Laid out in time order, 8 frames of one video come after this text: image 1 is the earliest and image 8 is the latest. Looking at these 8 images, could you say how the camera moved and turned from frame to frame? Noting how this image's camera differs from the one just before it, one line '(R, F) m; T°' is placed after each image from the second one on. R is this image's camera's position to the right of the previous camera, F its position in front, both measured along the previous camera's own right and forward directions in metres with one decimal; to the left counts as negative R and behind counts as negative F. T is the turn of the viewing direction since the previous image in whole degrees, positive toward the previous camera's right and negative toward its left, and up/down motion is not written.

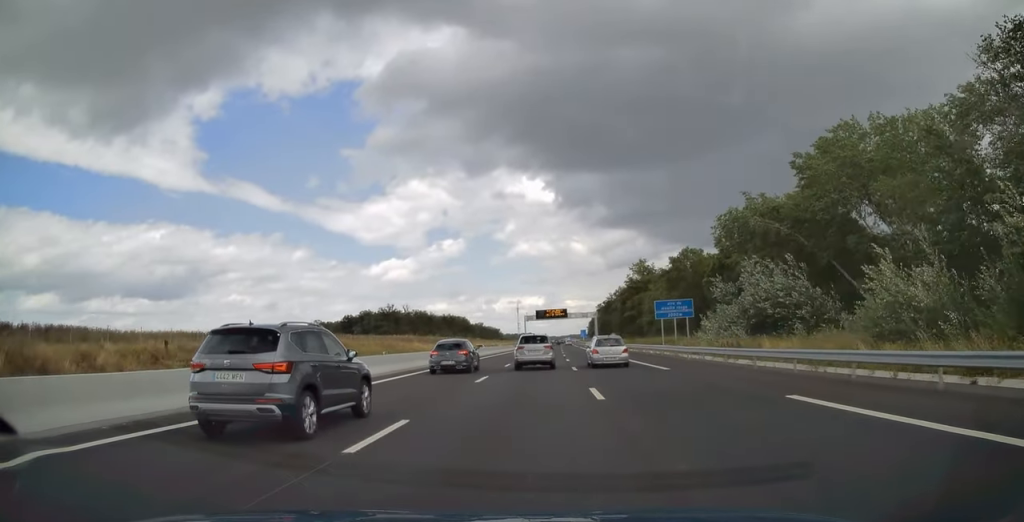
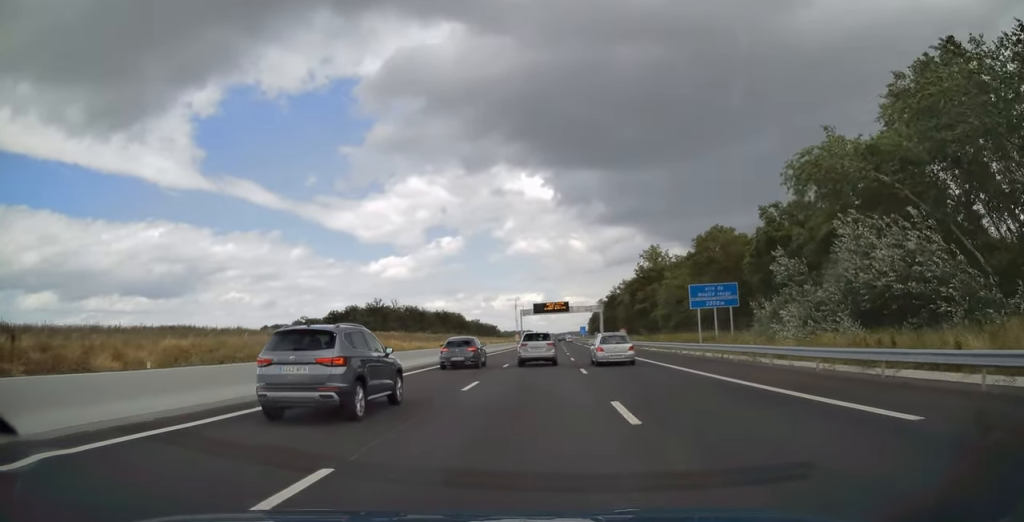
(-0.1, +16.6) m; 0°
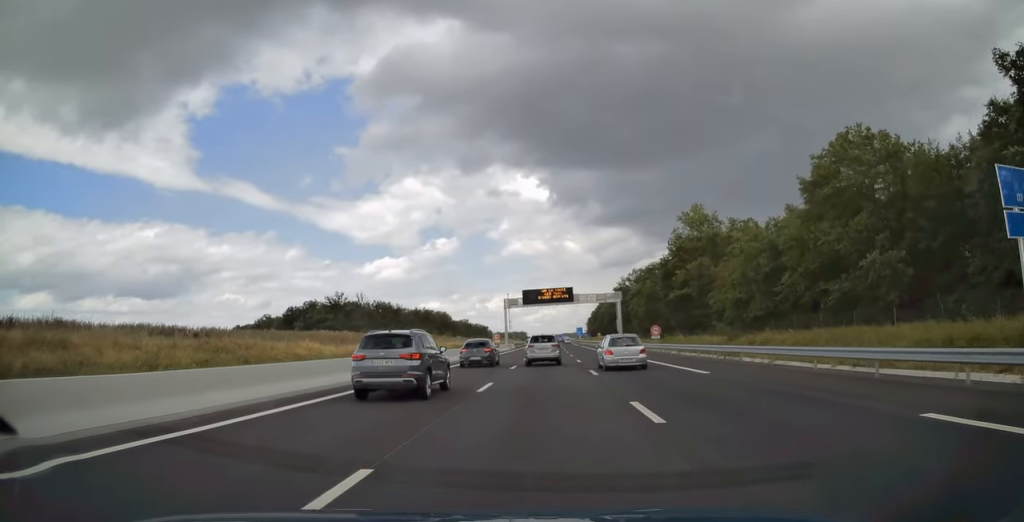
(+0.3, +36.4) m; +1°
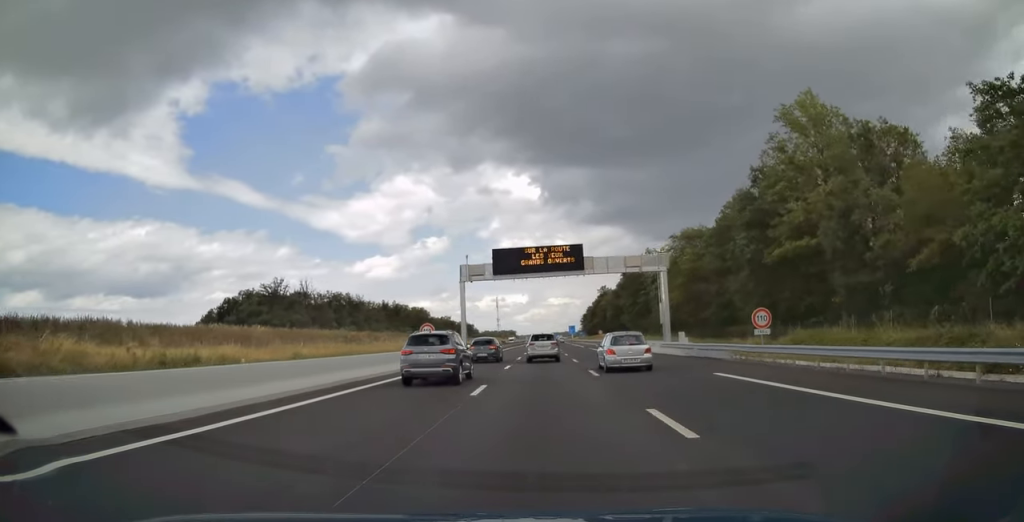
(+0.3, +35.7) m; +1°
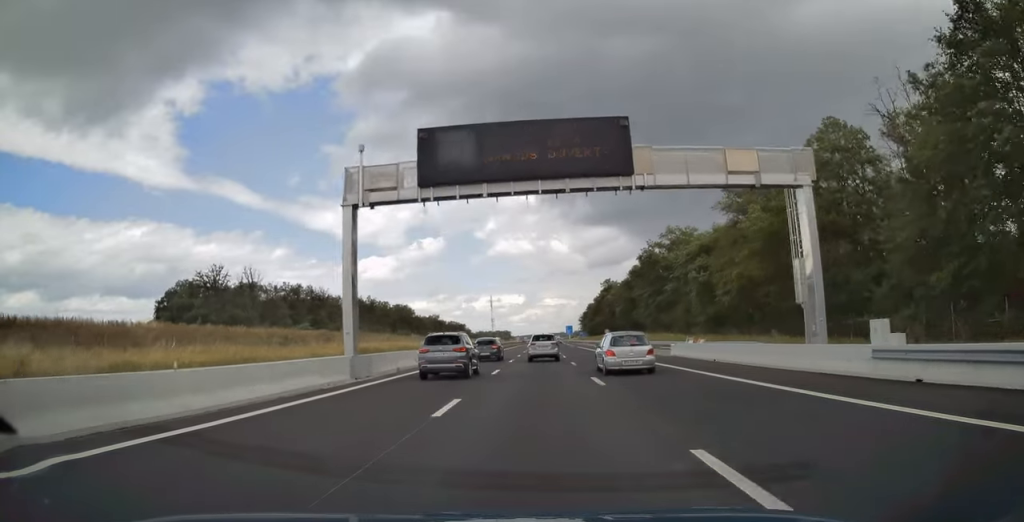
(+0.1, +27.1) m; 0°
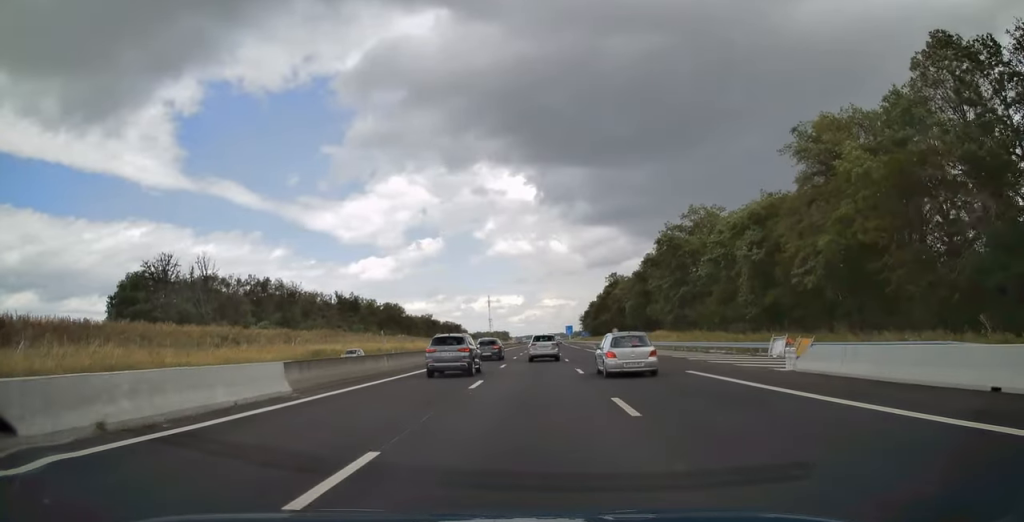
(0.0, +19.8) m; 0°
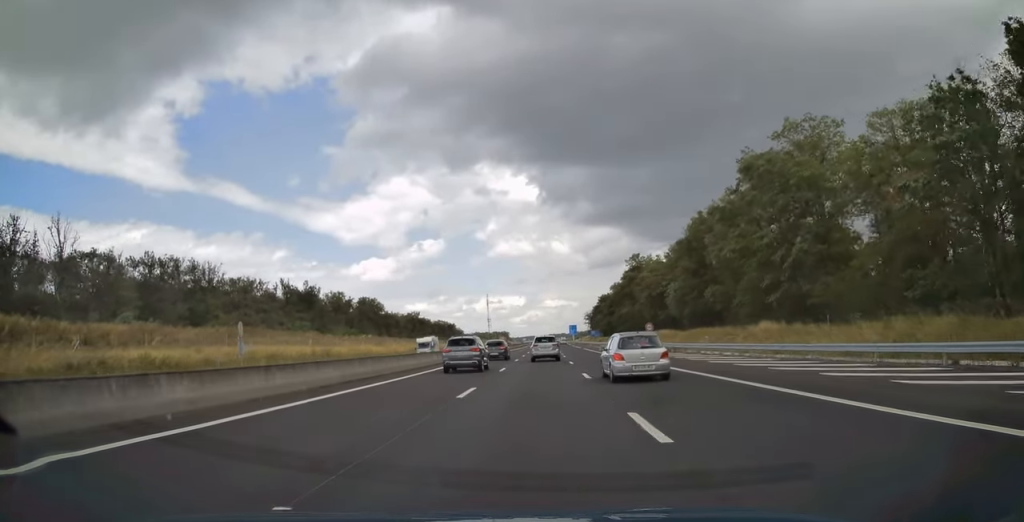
(+0.1, +46.9) m; 0°
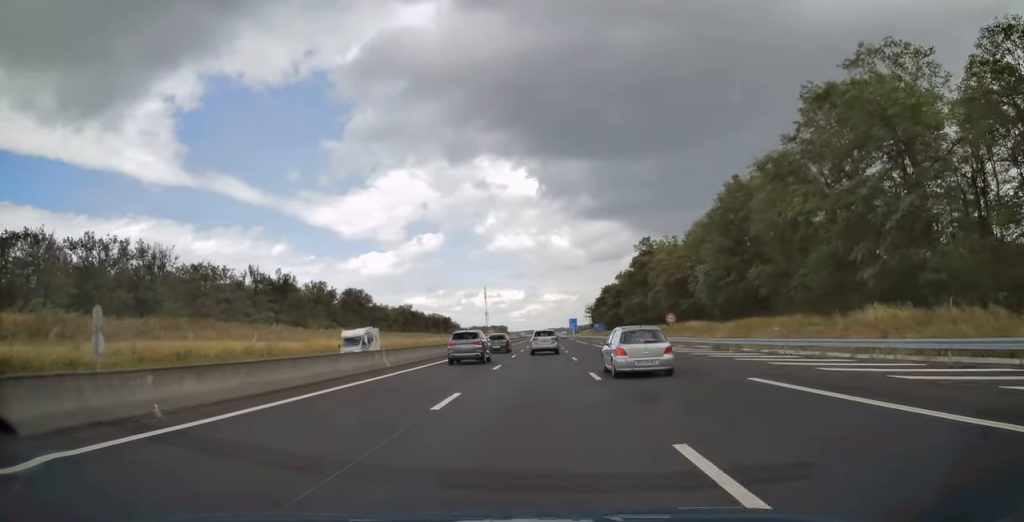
(0.0, +17.9) m; 0°
